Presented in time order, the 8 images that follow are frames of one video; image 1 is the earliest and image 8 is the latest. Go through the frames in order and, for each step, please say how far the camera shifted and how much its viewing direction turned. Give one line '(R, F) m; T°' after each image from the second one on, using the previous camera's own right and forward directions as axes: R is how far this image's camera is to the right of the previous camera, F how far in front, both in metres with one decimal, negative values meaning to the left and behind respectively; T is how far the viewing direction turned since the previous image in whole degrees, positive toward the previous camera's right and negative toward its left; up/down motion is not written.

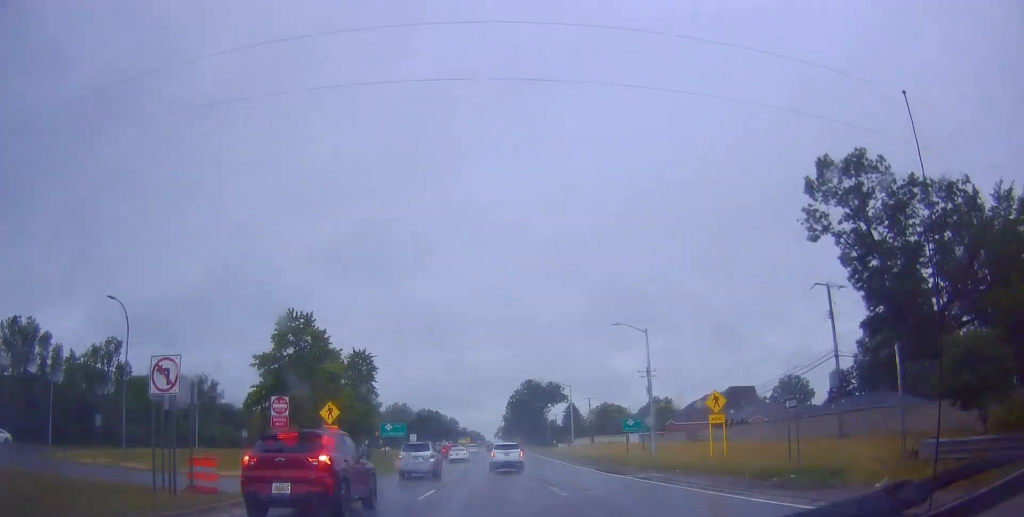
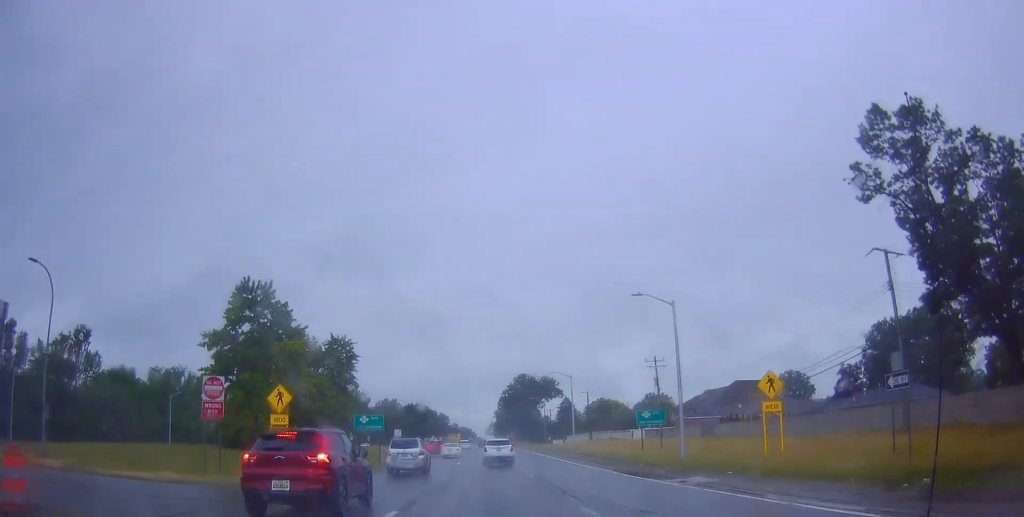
(0.0, +7.2) m; 0°
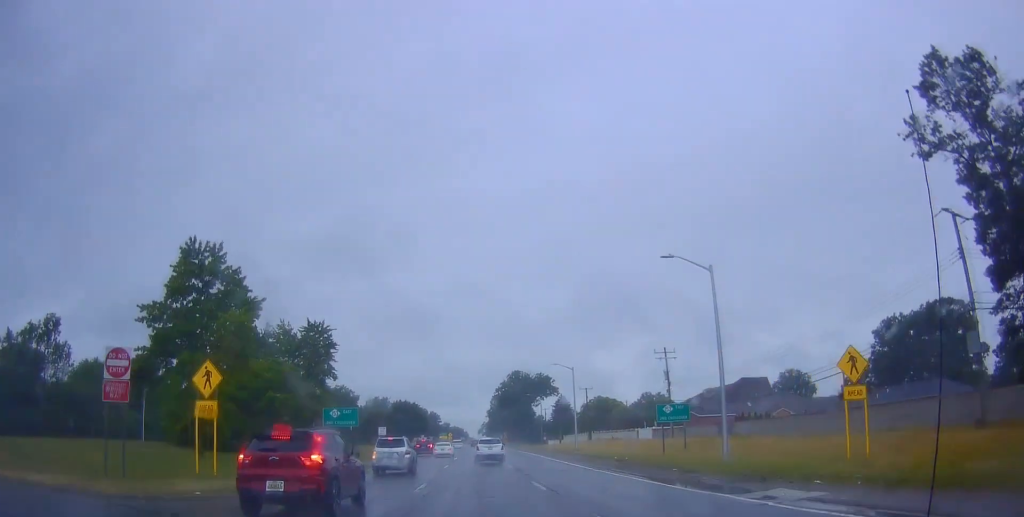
(0.0, +6.8) m; 0°
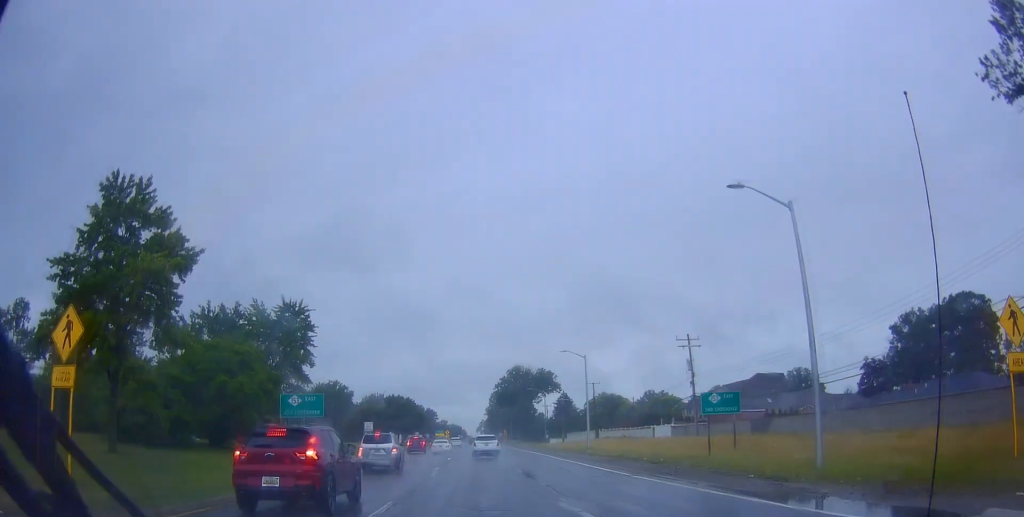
(0.0, +7.9) m; 0°
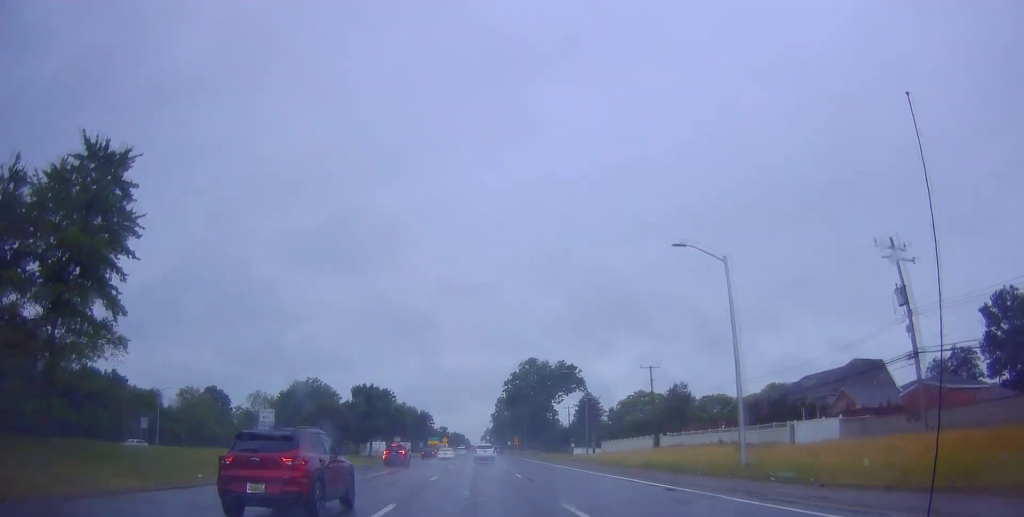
(+0.9, +31.4) m; +2°
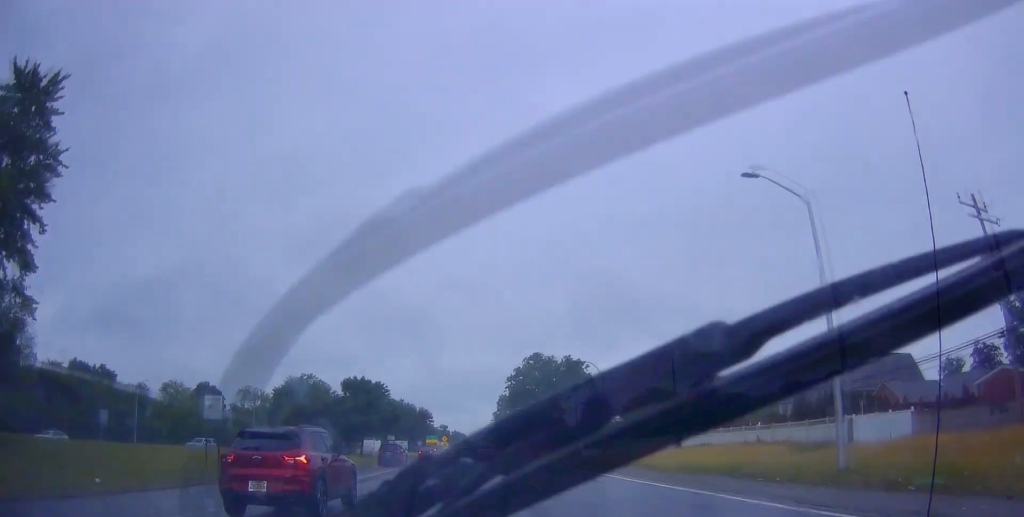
(-0.1, +6.9) m; 0°
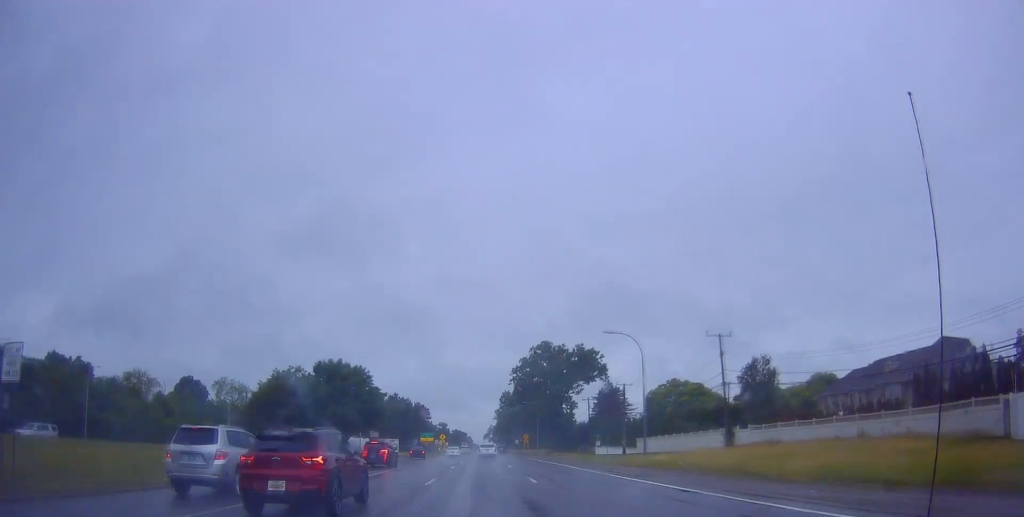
(-0.3, +12.7) m; 0°
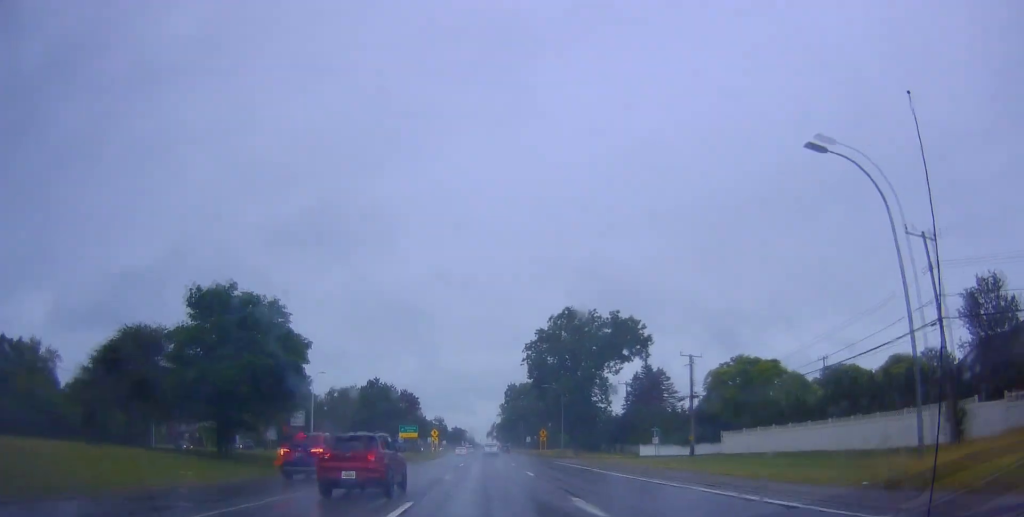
(+0.1, +25.9) m; 0°
